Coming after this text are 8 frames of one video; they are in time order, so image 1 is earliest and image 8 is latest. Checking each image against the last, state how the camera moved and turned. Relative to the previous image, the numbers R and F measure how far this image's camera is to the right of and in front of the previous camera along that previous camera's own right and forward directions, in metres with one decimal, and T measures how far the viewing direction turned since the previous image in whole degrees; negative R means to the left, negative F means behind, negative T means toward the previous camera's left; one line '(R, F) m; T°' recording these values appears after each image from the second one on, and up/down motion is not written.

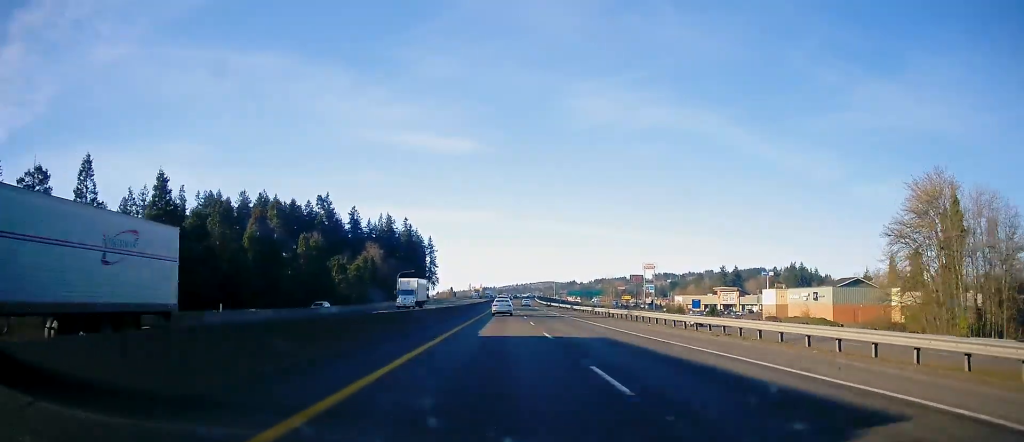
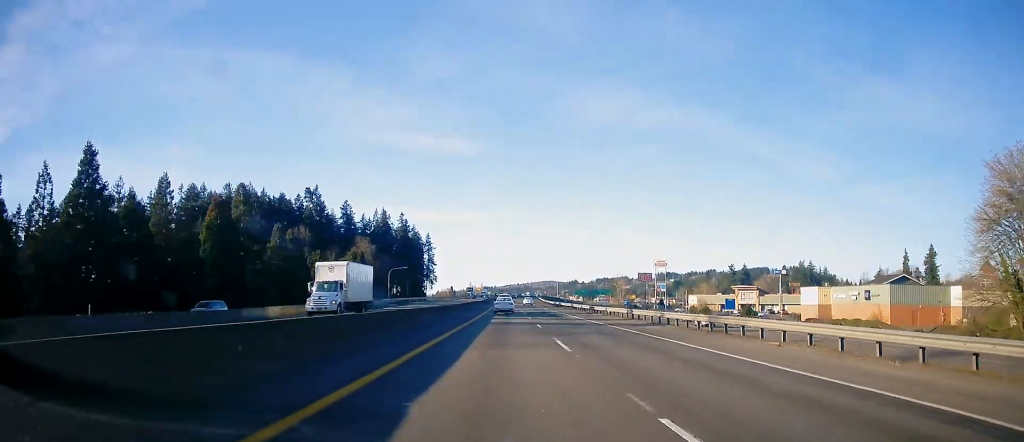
(0.0, +17.4) m; 0°
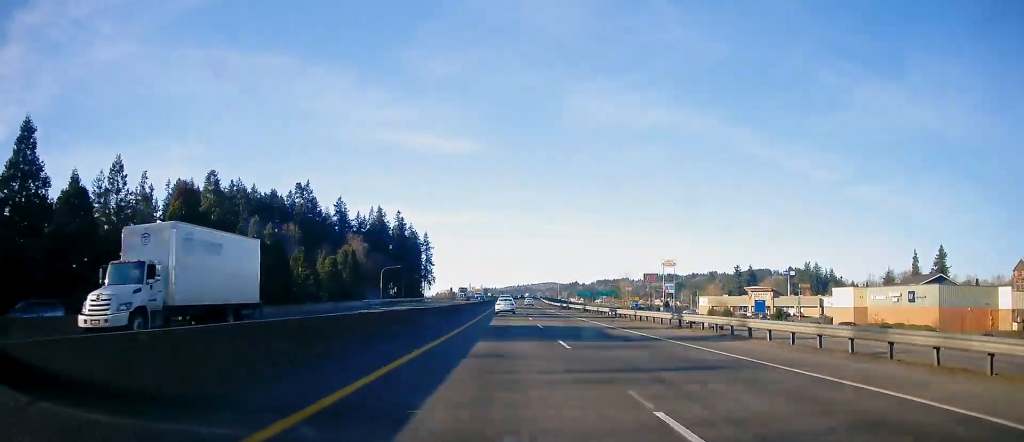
(0.0, +11.9) m; 0°
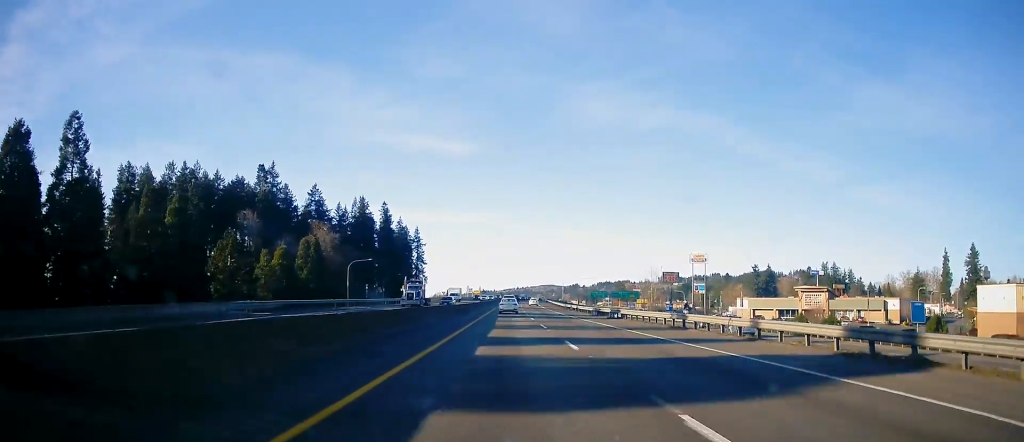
(0.0, +36.8) m; 0°
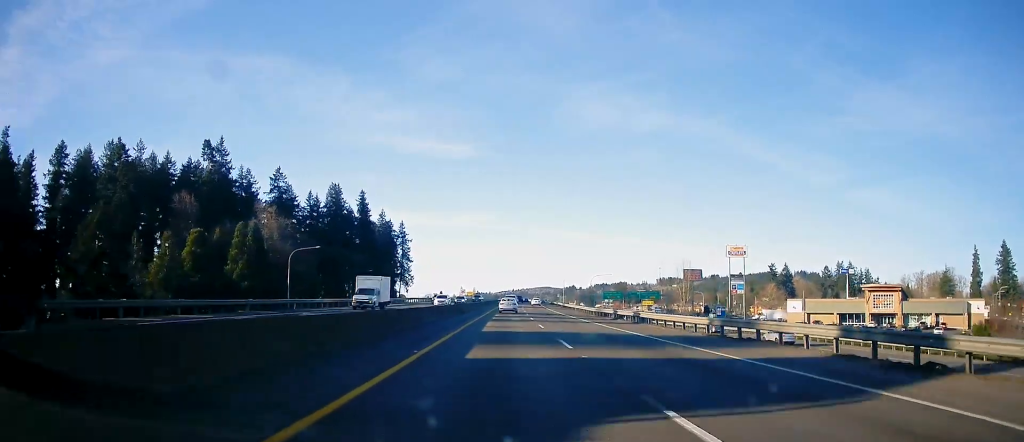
(0.0, +36.7) m; 0°
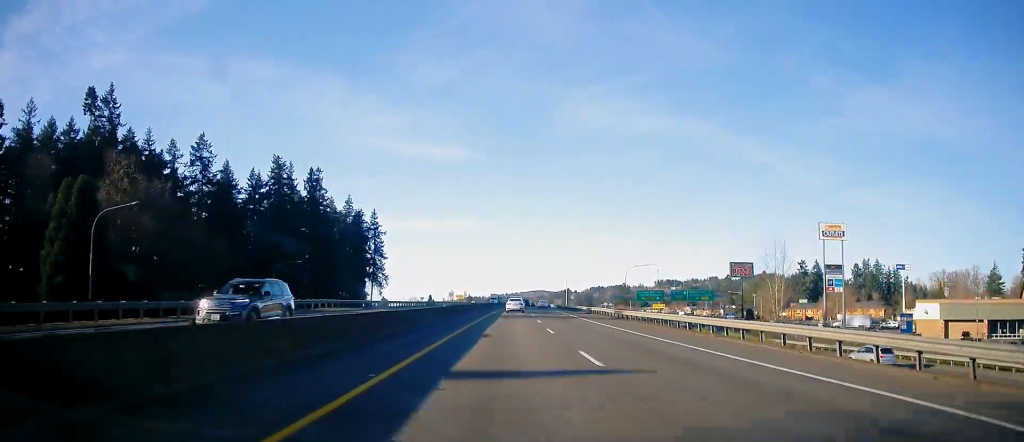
(+0.7, +53.3) m; +1°
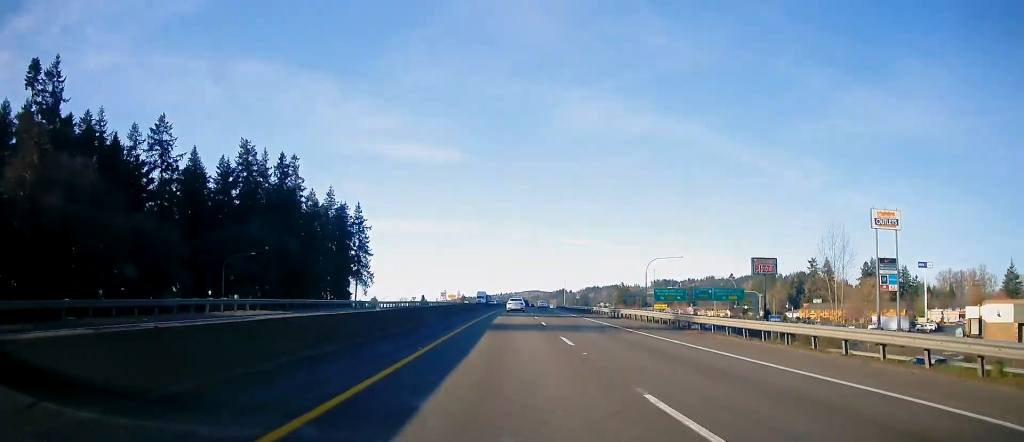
(0.0, +19.3) m; 0°
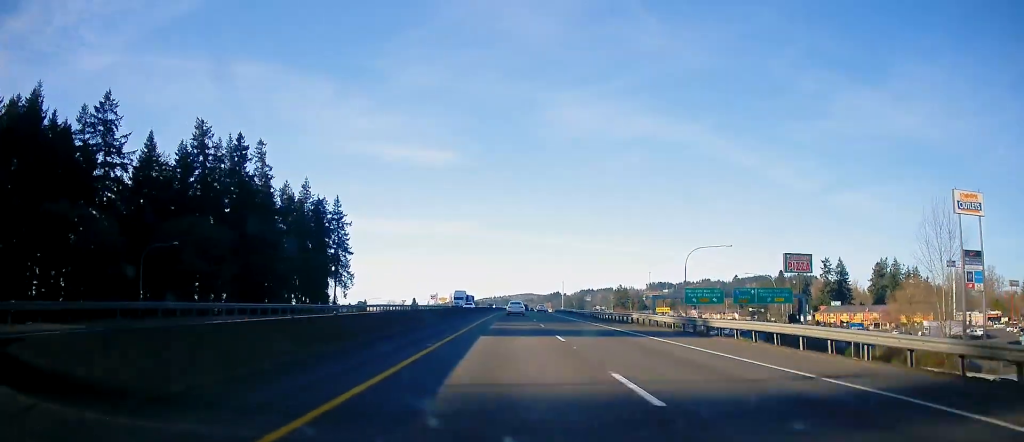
(+0.2, +22.5) m; 0°
